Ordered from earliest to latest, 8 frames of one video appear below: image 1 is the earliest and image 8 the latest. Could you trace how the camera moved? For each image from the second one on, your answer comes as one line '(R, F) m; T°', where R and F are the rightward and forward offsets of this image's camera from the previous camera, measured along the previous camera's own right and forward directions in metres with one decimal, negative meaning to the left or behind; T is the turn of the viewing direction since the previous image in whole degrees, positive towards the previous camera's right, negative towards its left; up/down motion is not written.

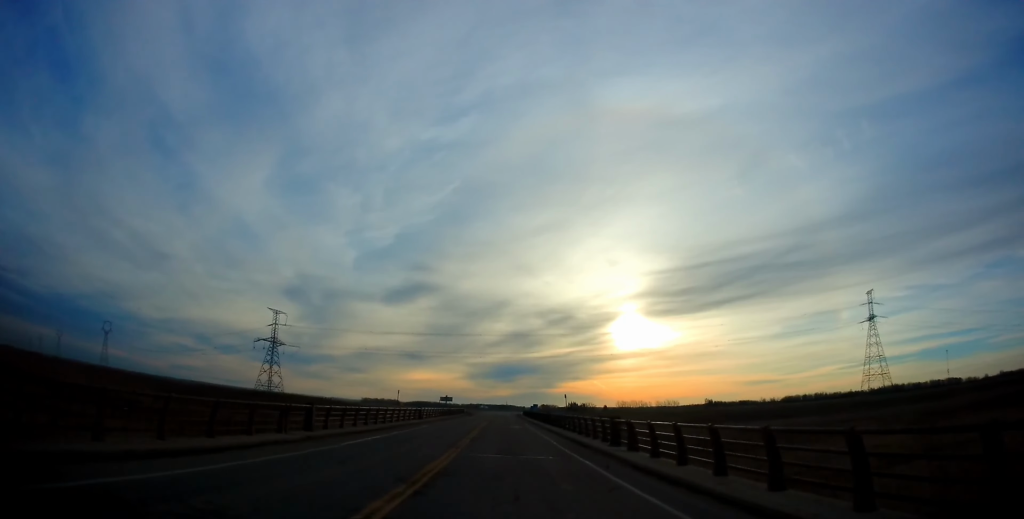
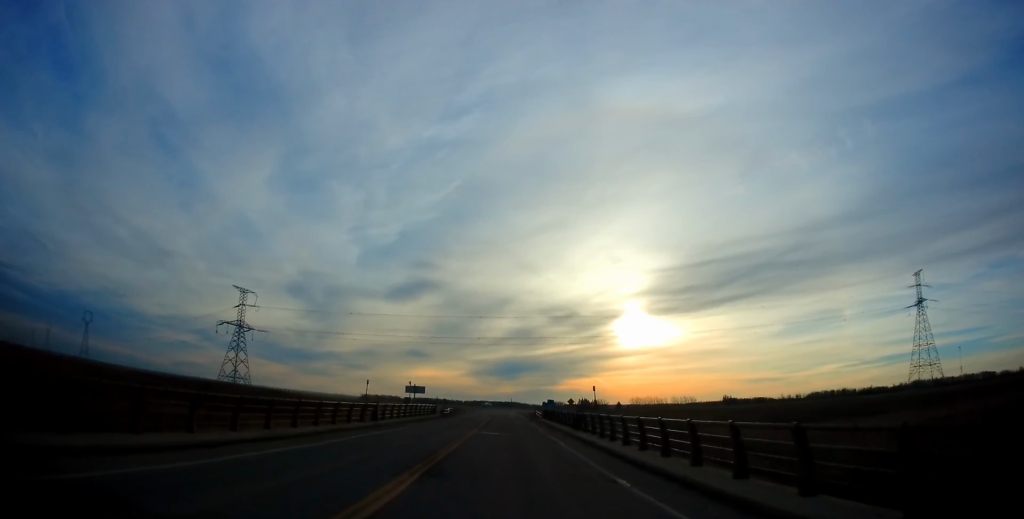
(0.0, +43.9) m; 0°
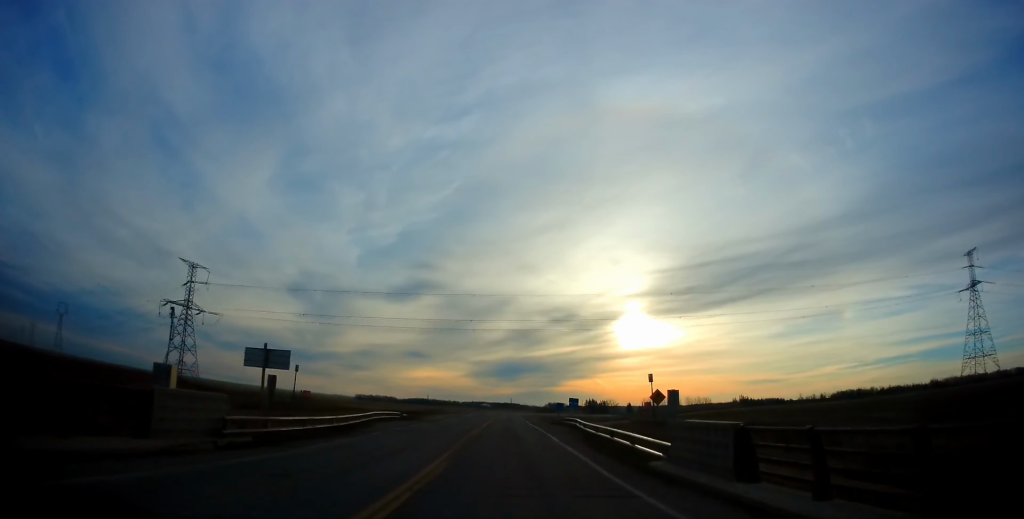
(0.0, +44.0) m; +1°
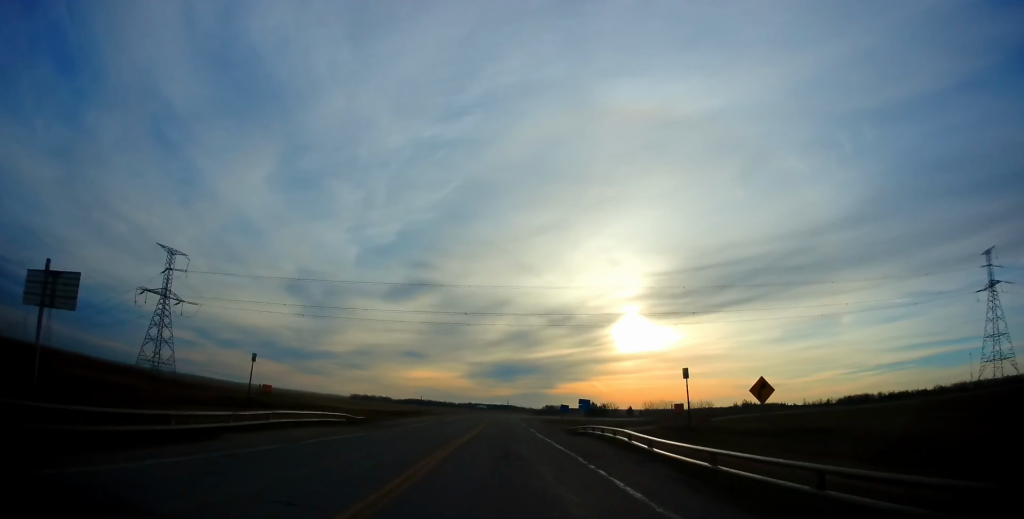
(0.0, +13.7) m; +1°
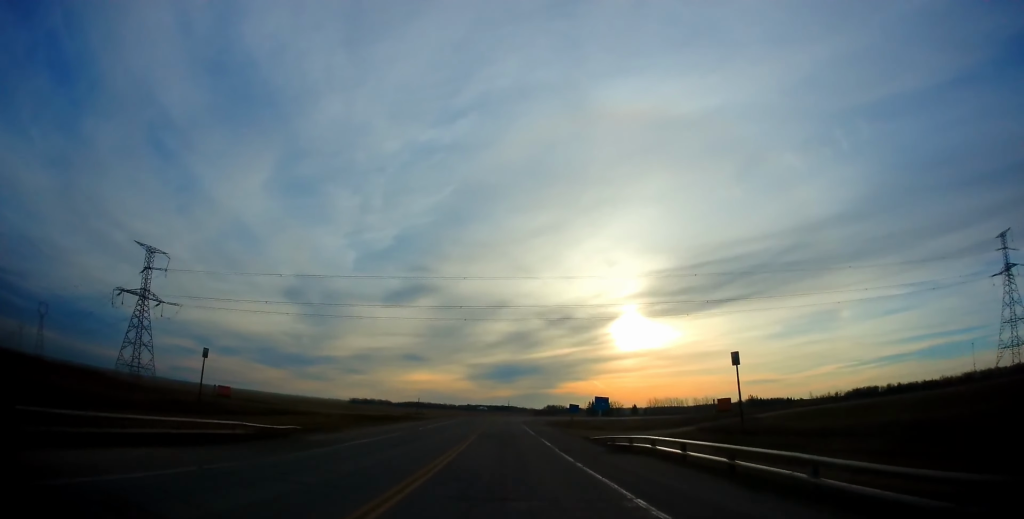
(0.0, +12.1) m; +1°
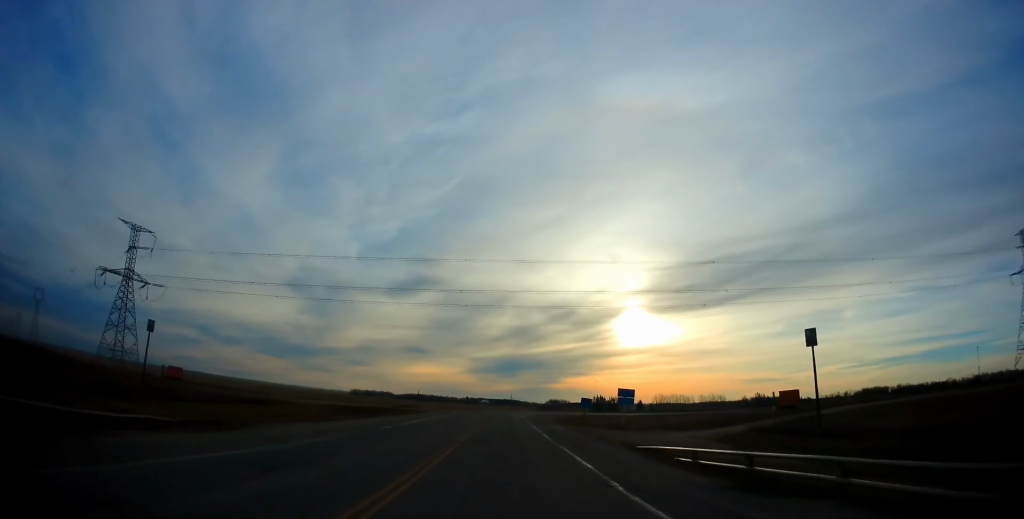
(+0.2, +10.5) m; +1°
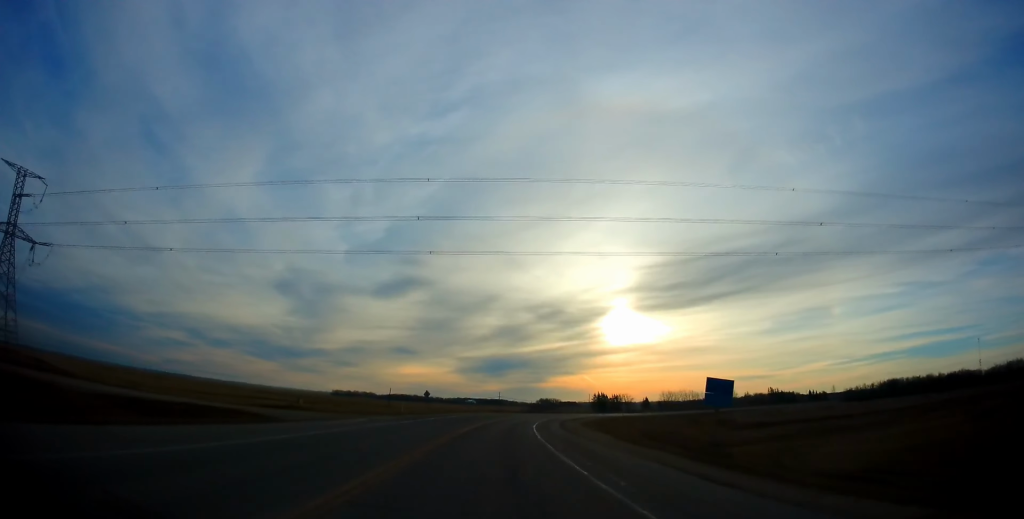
(+0.8, +53.0) m; -1°
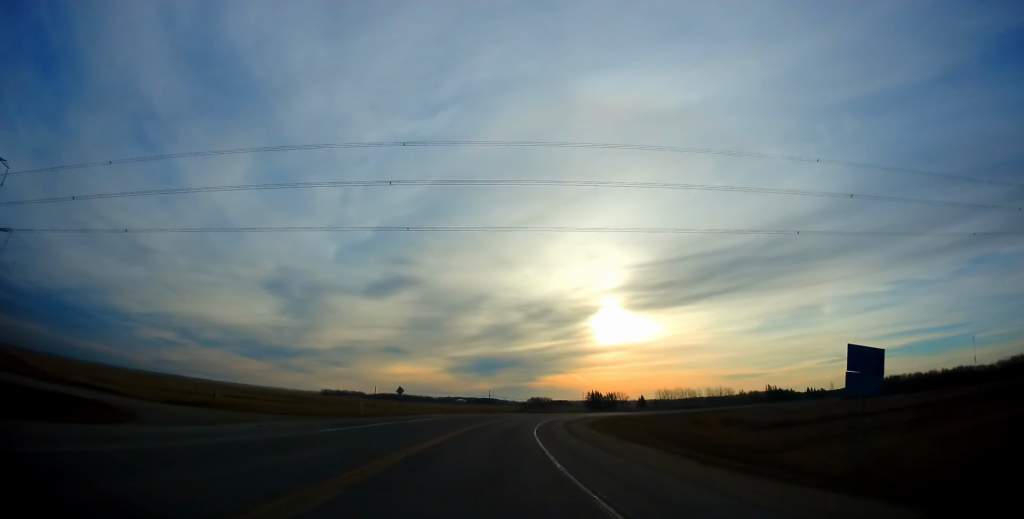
(+0.4, +14.0) m; -2°
